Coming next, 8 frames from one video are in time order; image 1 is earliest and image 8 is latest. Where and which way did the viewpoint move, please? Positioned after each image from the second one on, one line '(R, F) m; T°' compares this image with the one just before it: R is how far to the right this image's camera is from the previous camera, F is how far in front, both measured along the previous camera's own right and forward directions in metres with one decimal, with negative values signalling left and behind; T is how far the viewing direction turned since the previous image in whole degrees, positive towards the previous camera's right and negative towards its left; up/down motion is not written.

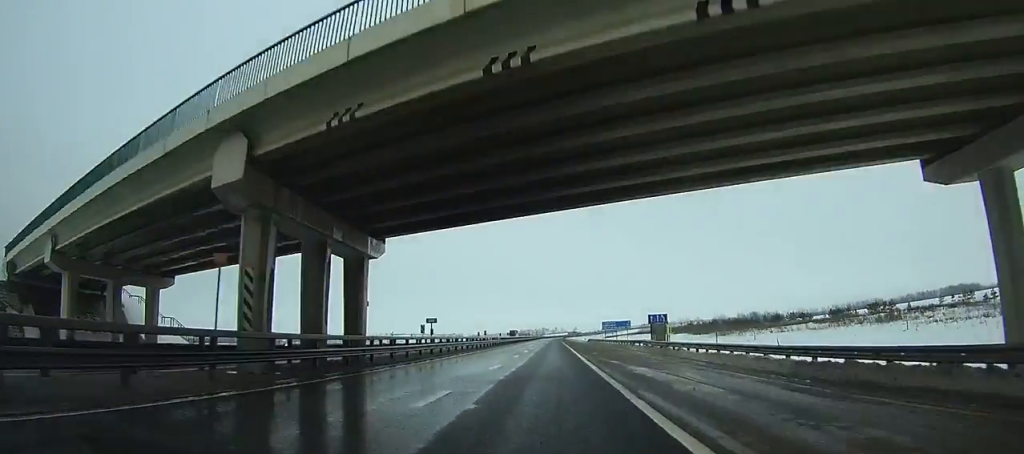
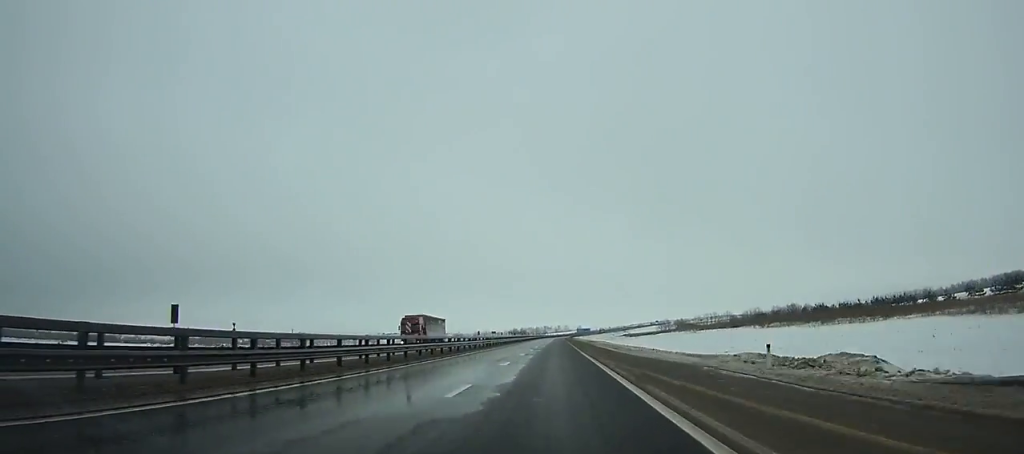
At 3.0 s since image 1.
(-0.3, +90.8) m; 0°
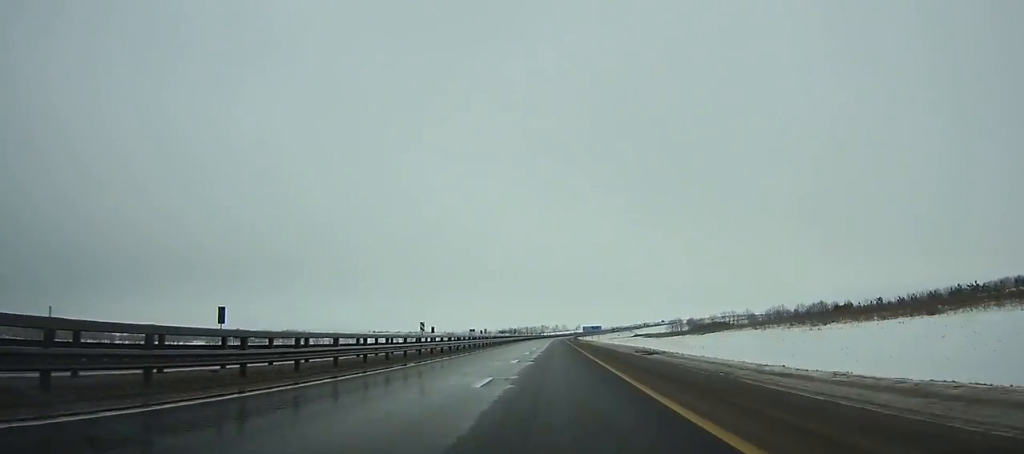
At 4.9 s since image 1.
(0.0, +57.2) m; 0°
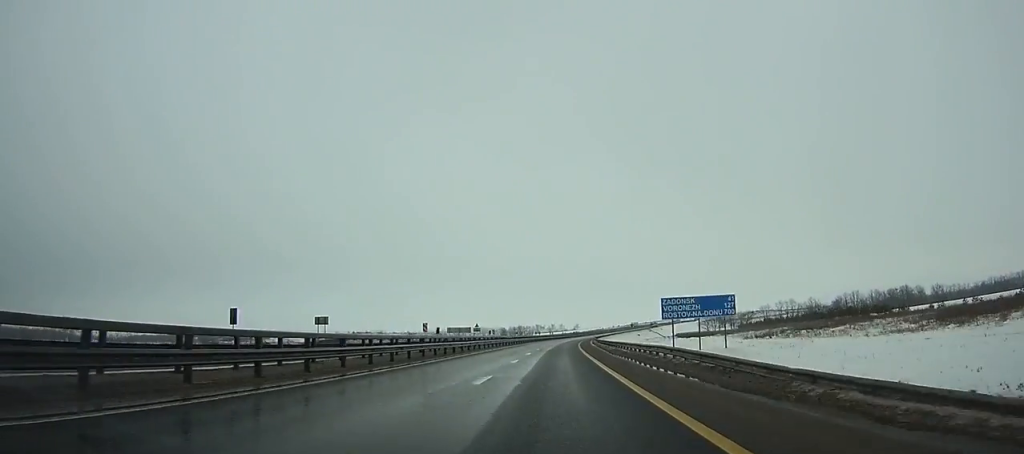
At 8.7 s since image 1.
(+0.9, +113.4) m; +2°
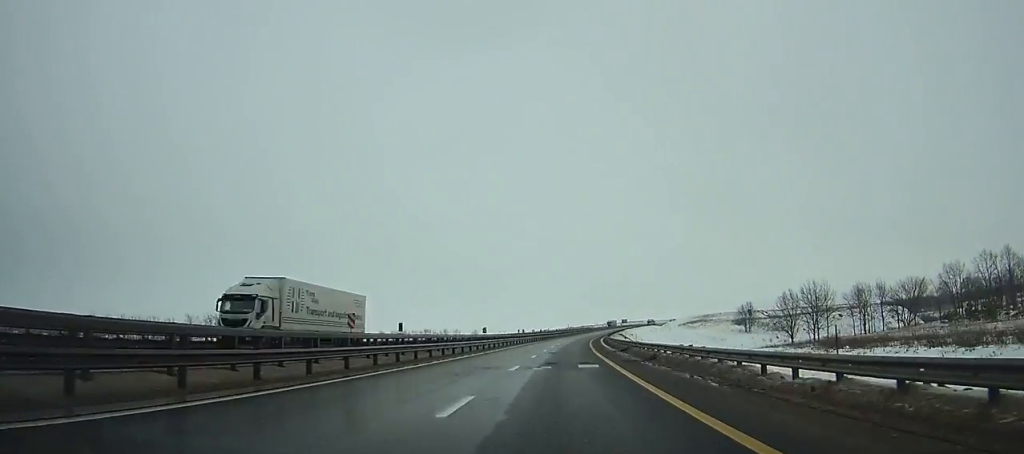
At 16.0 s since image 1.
(+14.7, +213.5) m; +10°
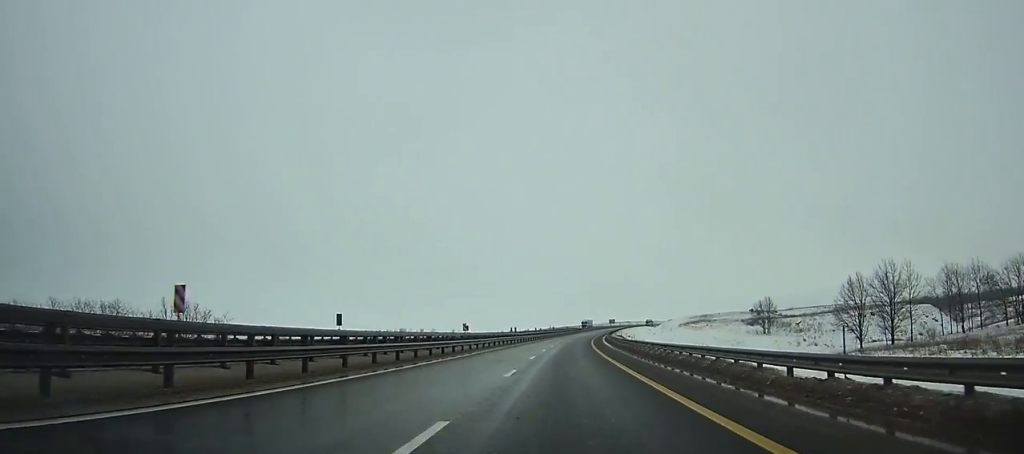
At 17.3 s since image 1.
(+1.2, +37.5) m; +2°
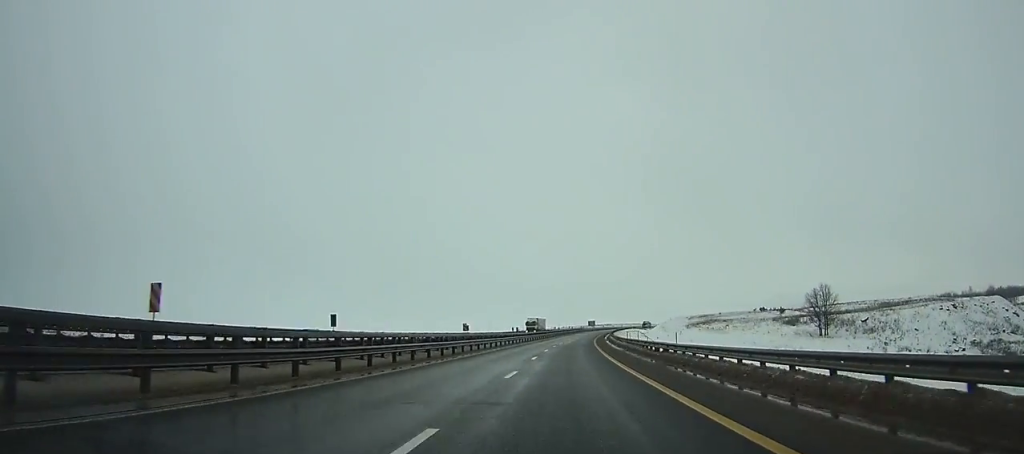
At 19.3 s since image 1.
(+0.8, +57.8) m; +3°
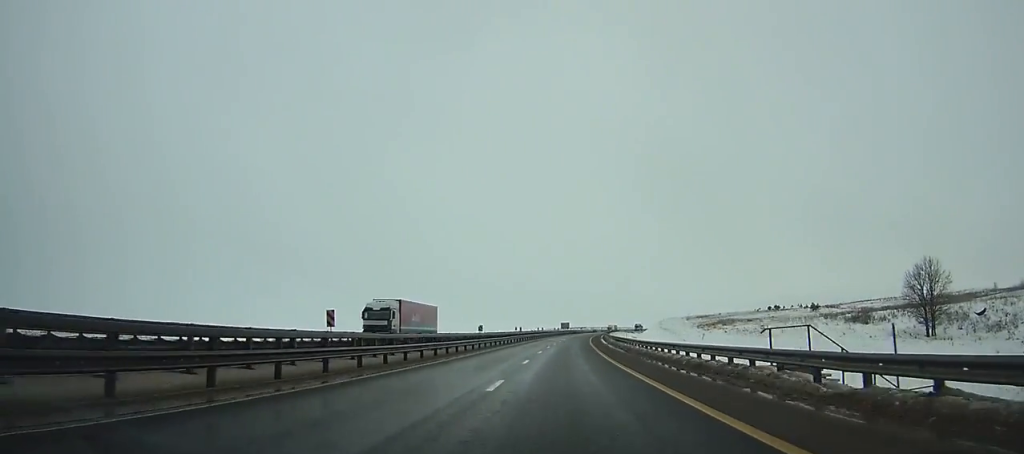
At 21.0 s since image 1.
(+1.9, +48.6) m; +3°
